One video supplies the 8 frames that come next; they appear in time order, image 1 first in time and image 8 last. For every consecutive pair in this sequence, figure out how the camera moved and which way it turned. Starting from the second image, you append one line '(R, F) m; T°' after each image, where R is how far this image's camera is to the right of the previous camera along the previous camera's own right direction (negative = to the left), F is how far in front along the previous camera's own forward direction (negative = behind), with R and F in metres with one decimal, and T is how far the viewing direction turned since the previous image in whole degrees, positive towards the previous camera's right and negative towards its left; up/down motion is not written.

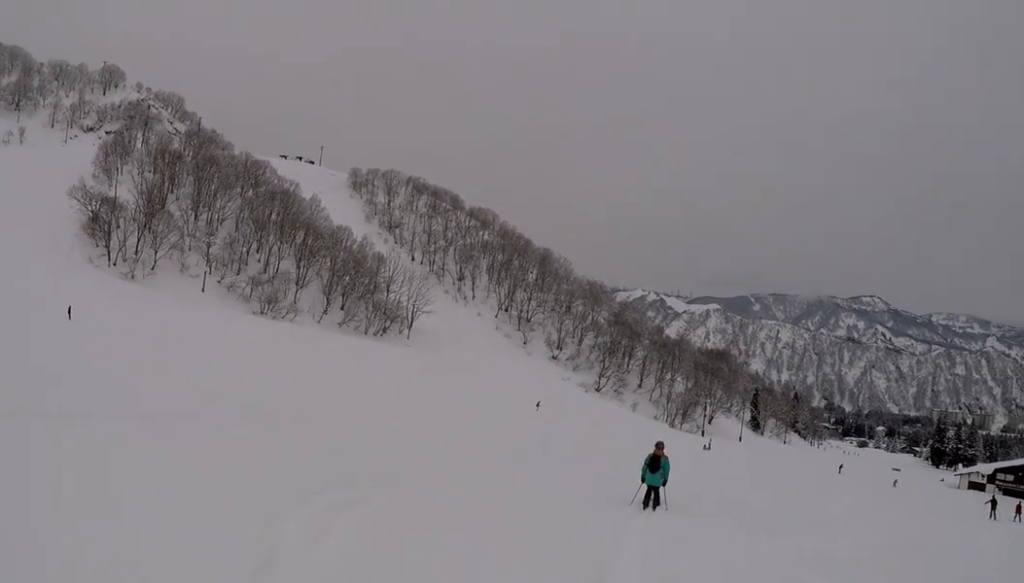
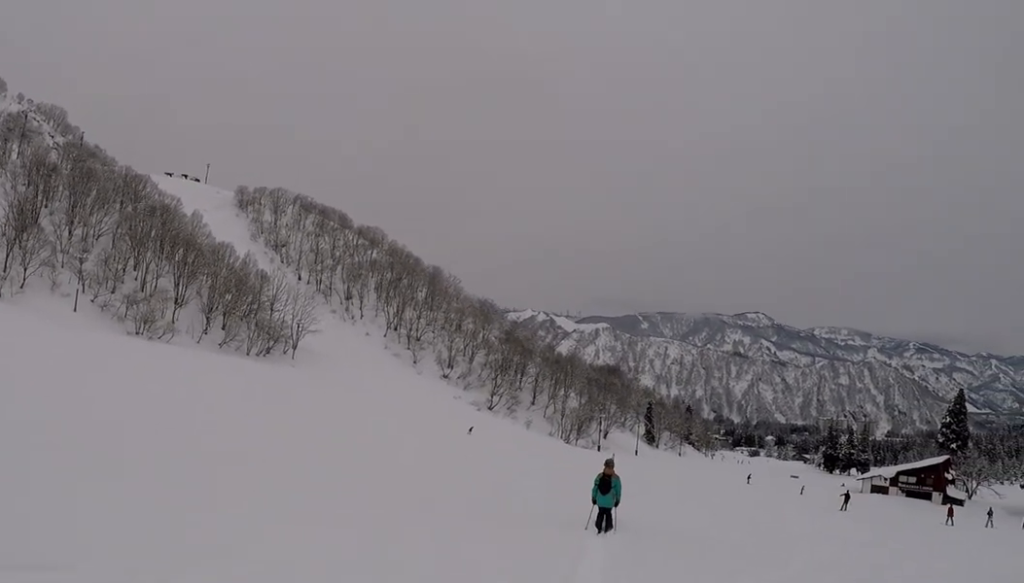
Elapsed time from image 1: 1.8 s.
(0.0, +5.8) m; 0°
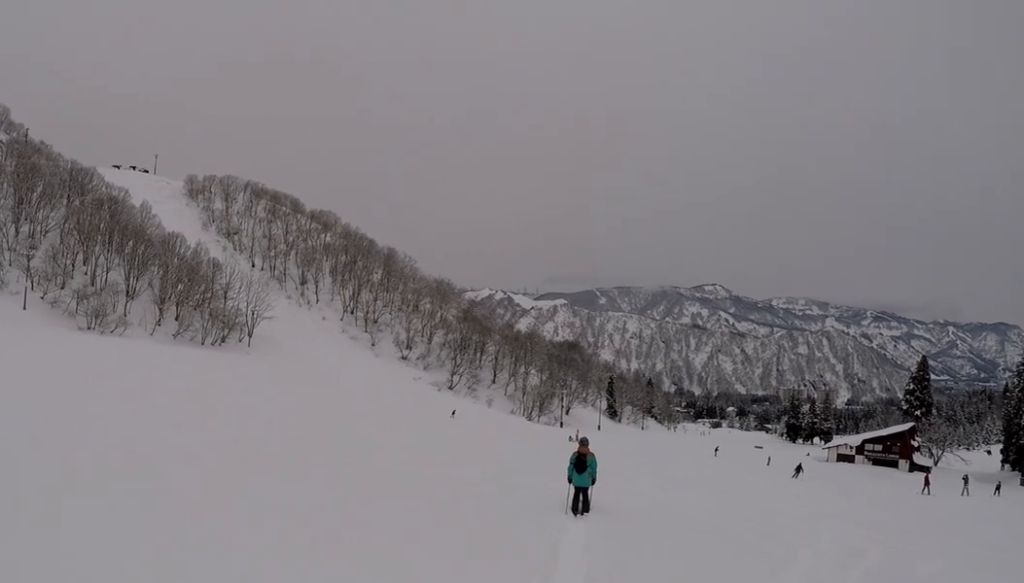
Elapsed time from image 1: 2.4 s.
(0.0, +2.0) m; 0°
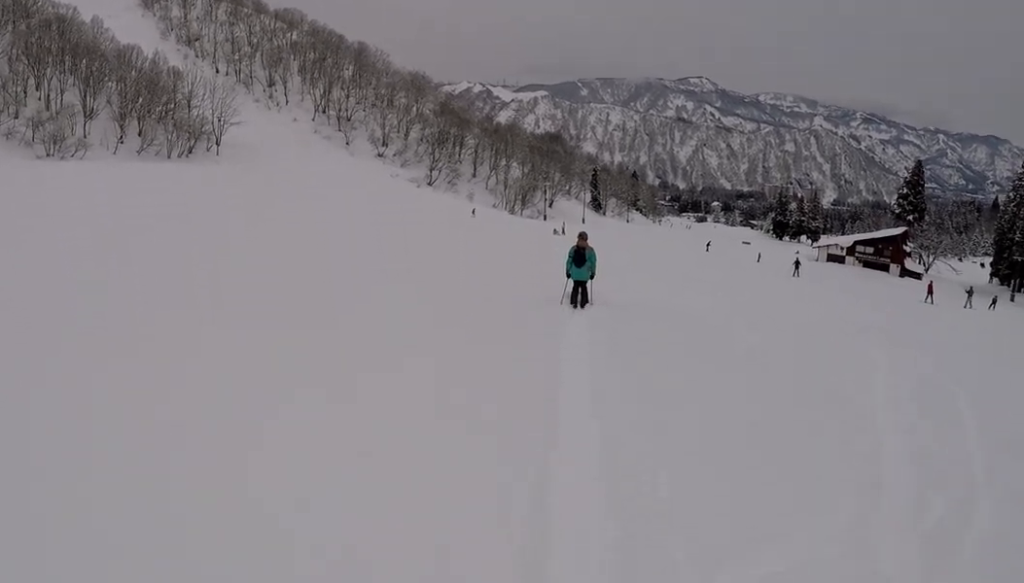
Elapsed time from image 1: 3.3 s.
(0.0, +3.1) m; 0°
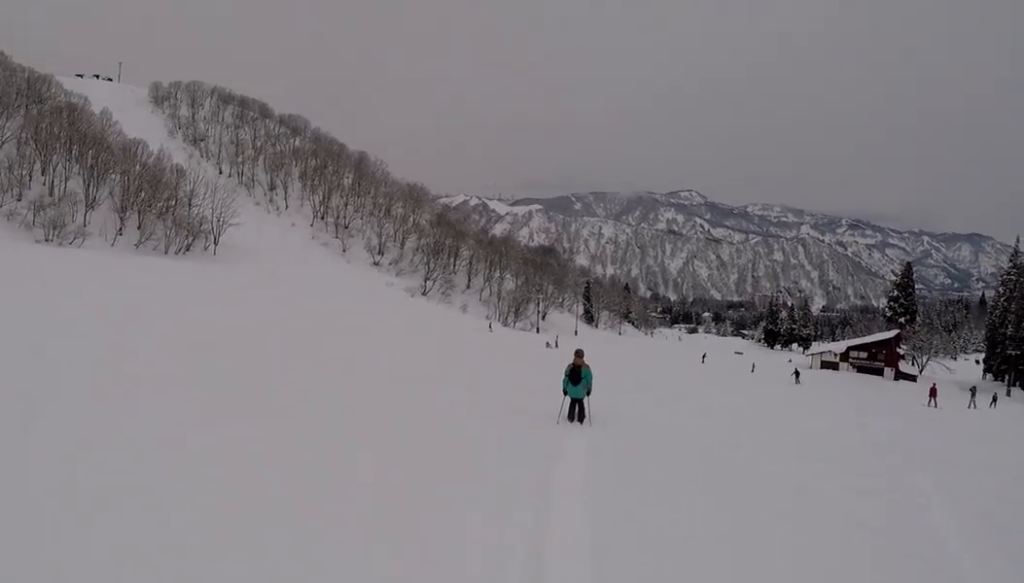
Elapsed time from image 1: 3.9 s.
(0.0, +1.9) m; +2°
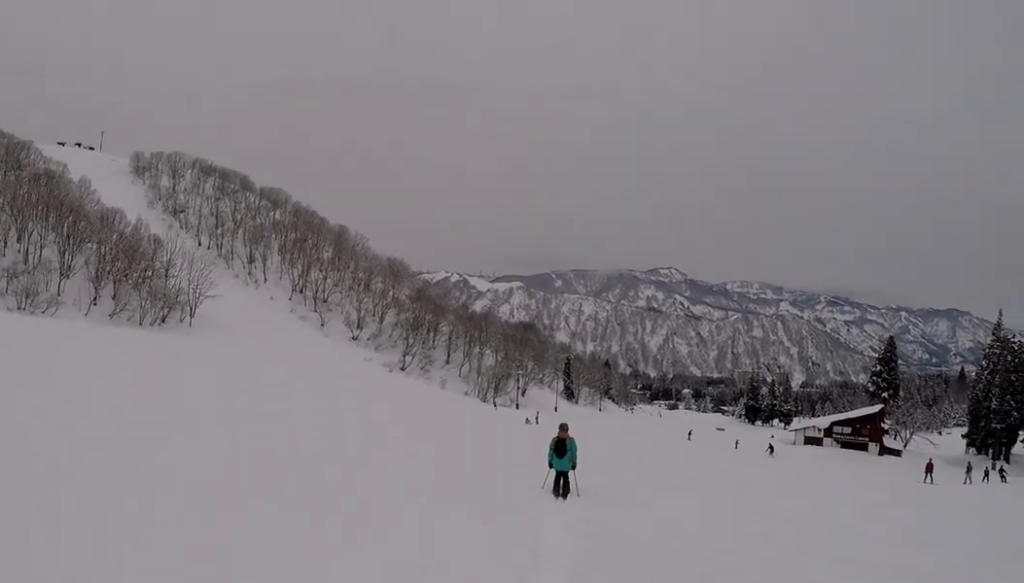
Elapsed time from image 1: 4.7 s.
(-0.1, +2.4) m; +6°
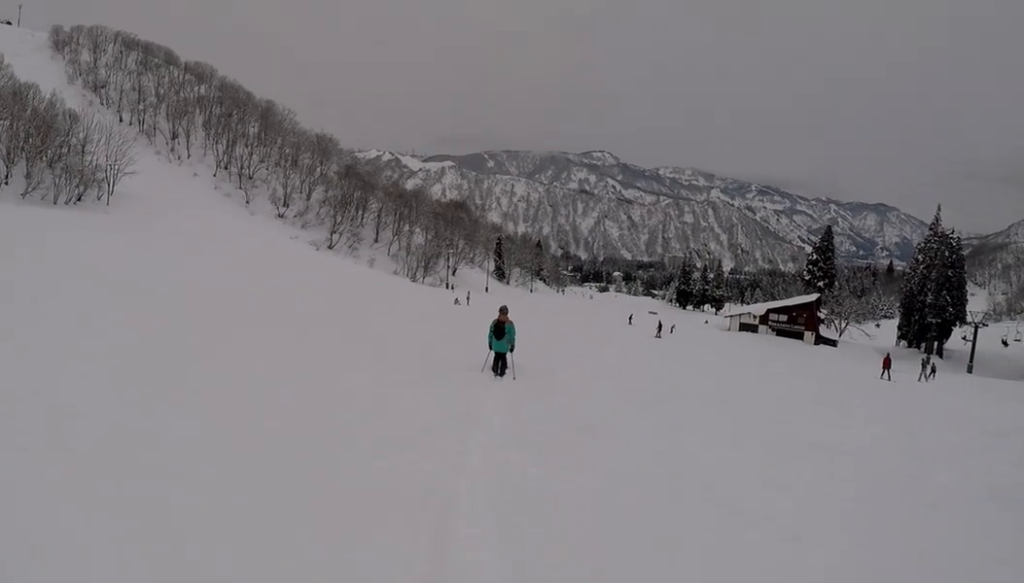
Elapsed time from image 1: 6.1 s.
(+1.2, +5.0) m; +13°
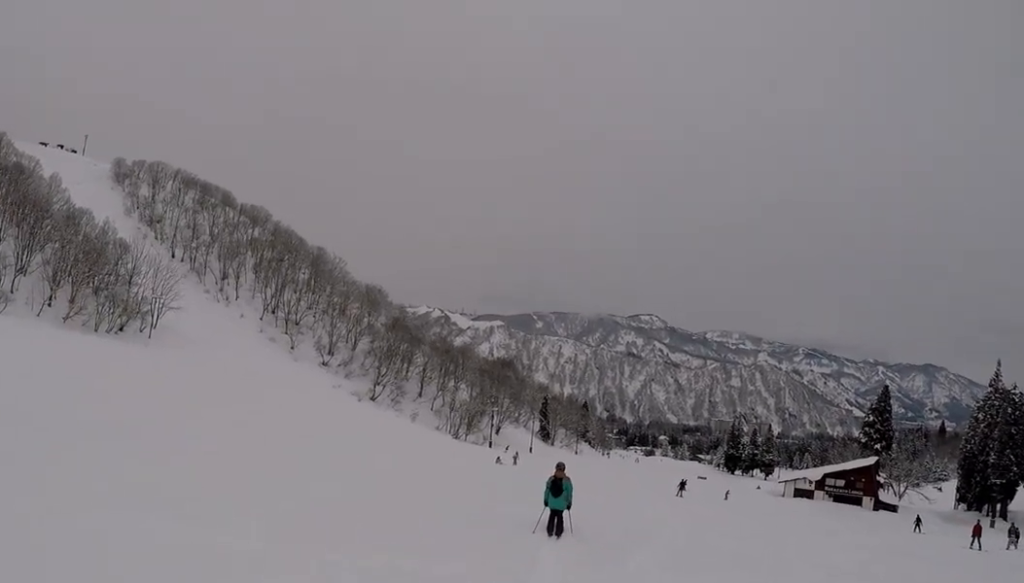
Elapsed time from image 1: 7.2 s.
(-0.4, +4.4) m; -13°
